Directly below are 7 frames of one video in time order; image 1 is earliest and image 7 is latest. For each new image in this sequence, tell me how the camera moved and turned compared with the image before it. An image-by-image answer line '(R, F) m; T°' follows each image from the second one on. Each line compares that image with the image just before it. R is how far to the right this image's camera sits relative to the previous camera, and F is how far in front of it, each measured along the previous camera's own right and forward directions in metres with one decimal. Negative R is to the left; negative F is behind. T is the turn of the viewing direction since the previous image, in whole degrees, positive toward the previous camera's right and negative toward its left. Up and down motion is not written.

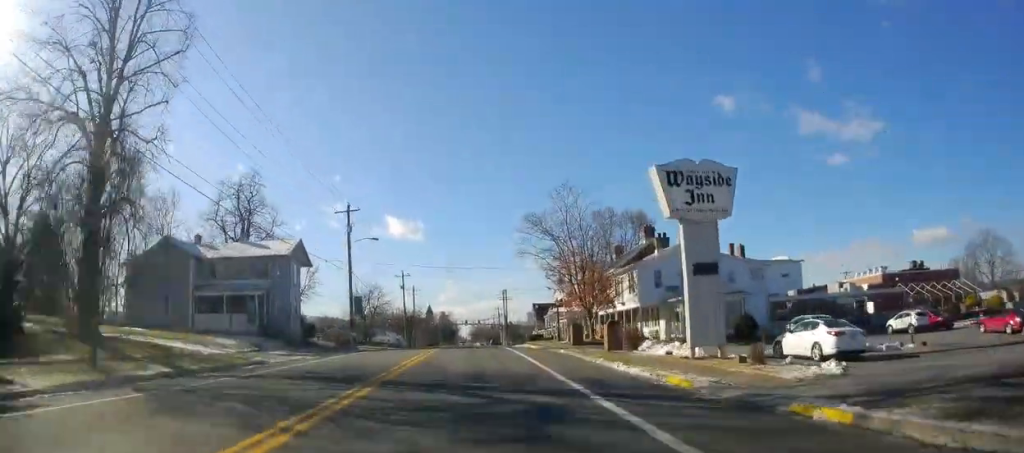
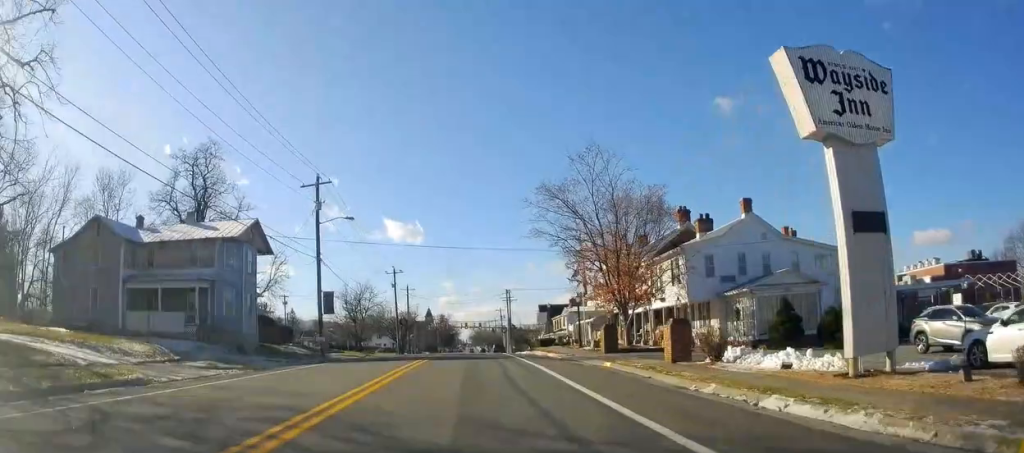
(0.0, +10.4) m; +3°
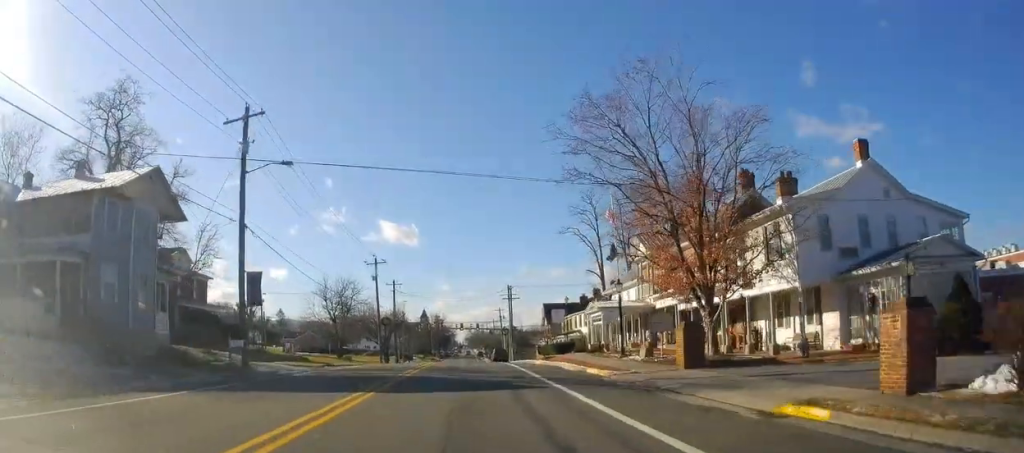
(+0.8, +13.3) m; +4°
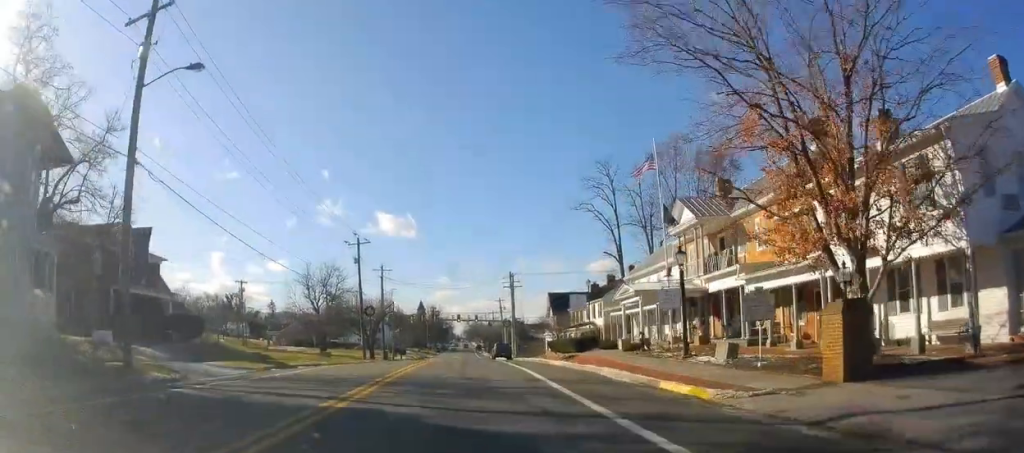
(0.0, +9.7) m; -1°
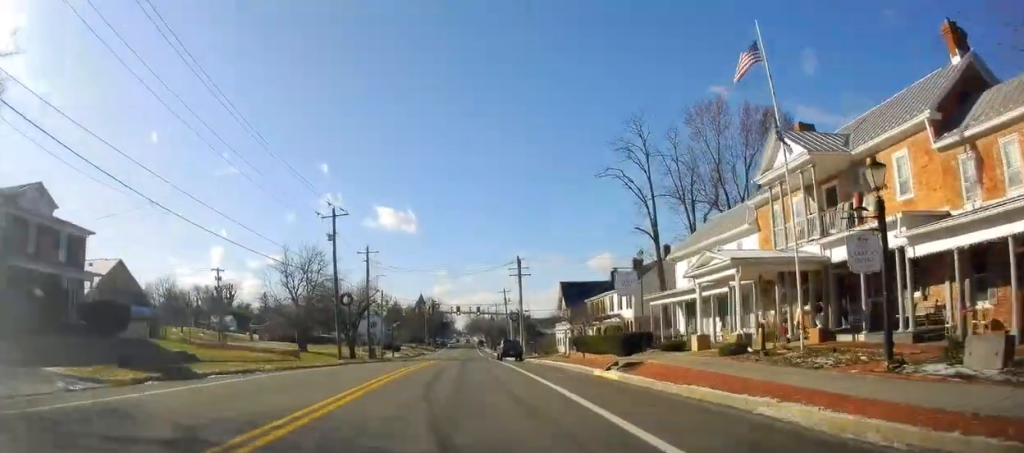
(-0.2, +11.5) m; -1°
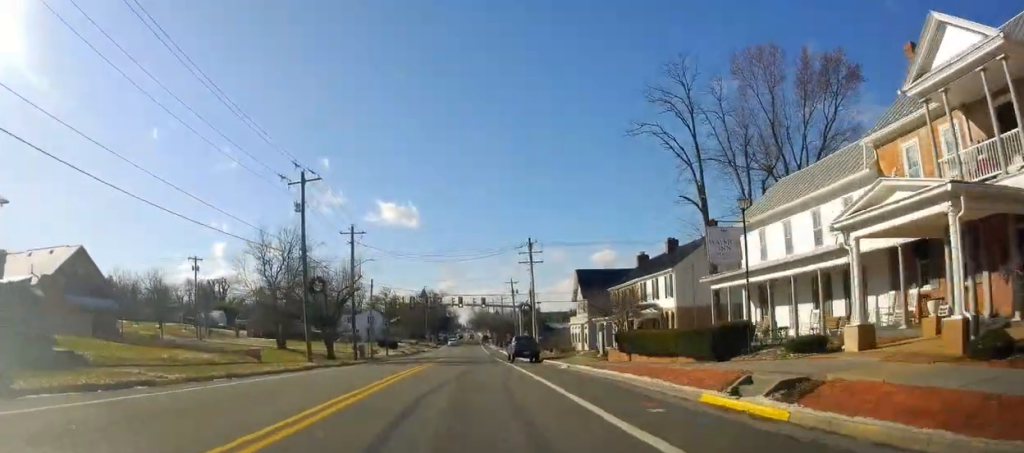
(0.0, +10.0) m; -2°
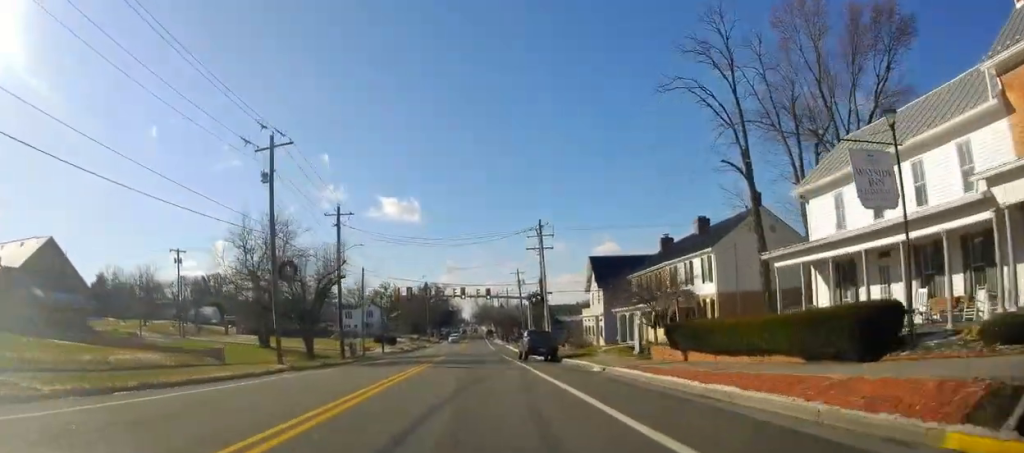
(-0.3, +6.6) m; -2°
